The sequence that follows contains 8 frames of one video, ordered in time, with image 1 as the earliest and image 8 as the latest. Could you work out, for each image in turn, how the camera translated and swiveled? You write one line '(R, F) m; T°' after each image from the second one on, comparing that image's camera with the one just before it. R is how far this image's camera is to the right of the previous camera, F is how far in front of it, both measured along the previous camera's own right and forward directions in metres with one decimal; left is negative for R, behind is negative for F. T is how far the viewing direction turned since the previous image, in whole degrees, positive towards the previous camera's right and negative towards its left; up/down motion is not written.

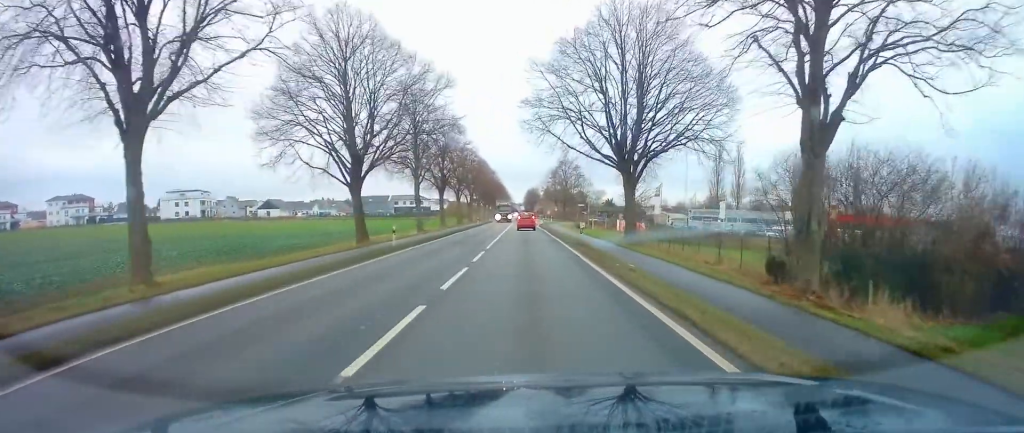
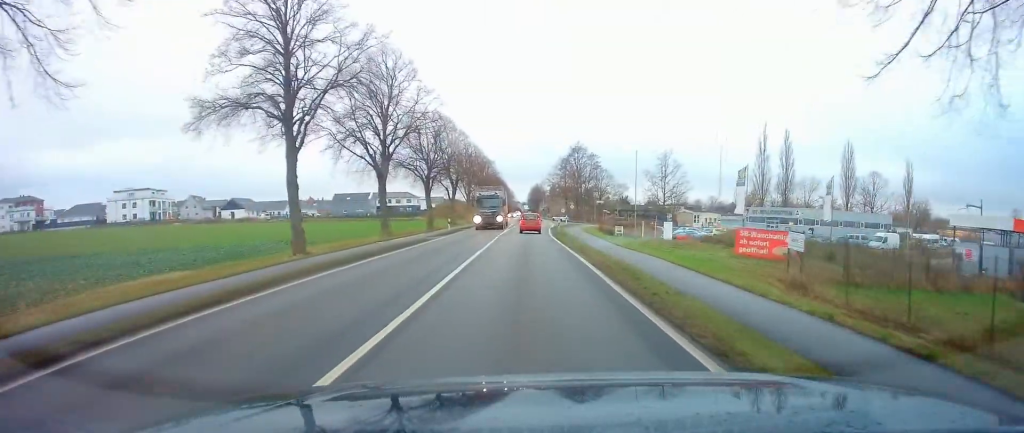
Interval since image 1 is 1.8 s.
(-0.2, +29.9) m; 0°
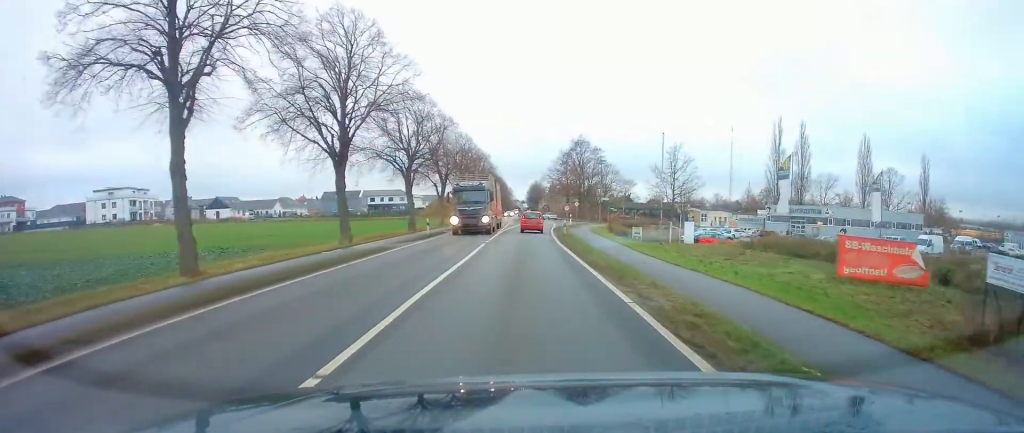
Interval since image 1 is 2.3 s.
(+0.1, +9.0) m; 0°
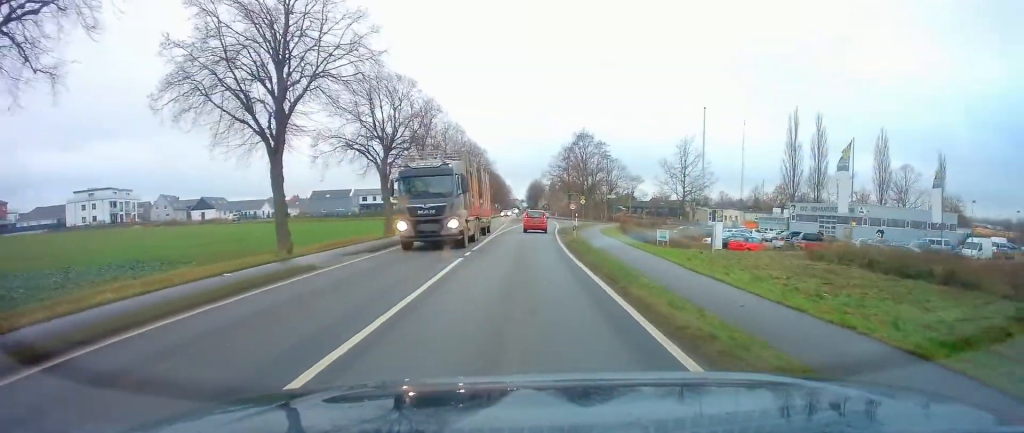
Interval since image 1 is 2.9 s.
(0.0, +8.5) m; 0°
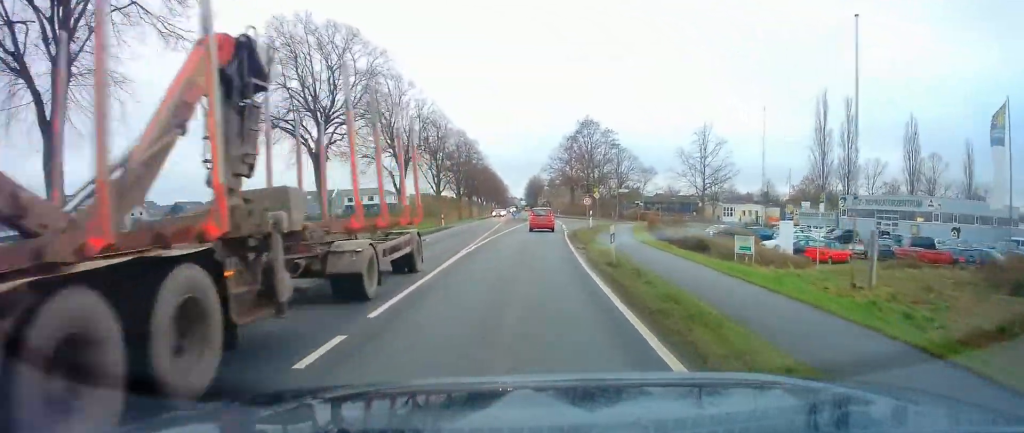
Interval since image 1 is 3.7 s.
(0.0, +13.5) m; 0°
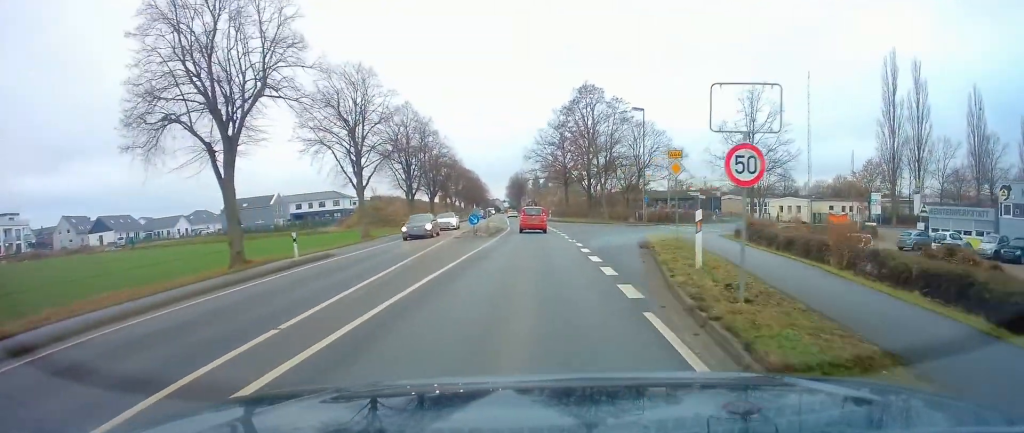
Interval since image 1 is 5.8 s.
(+0.1, +28.1) m; +1°
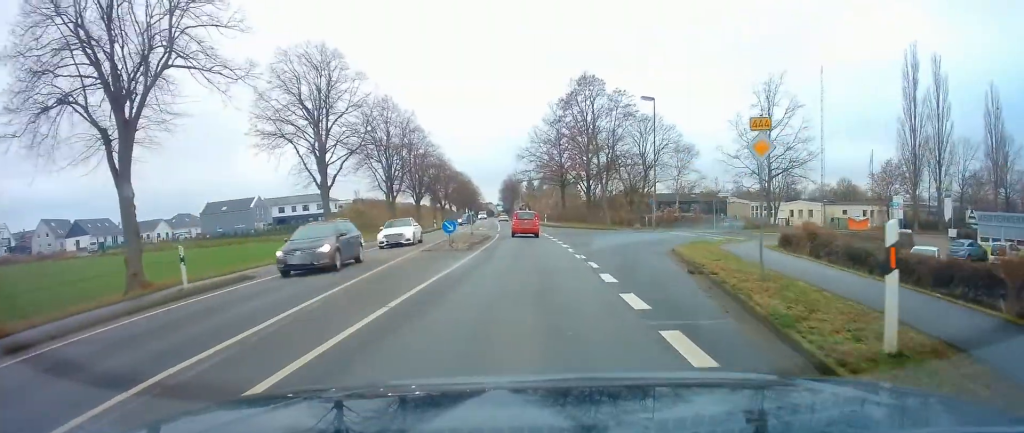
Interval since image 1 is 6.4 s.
(0.0, +6.9) m; +1°
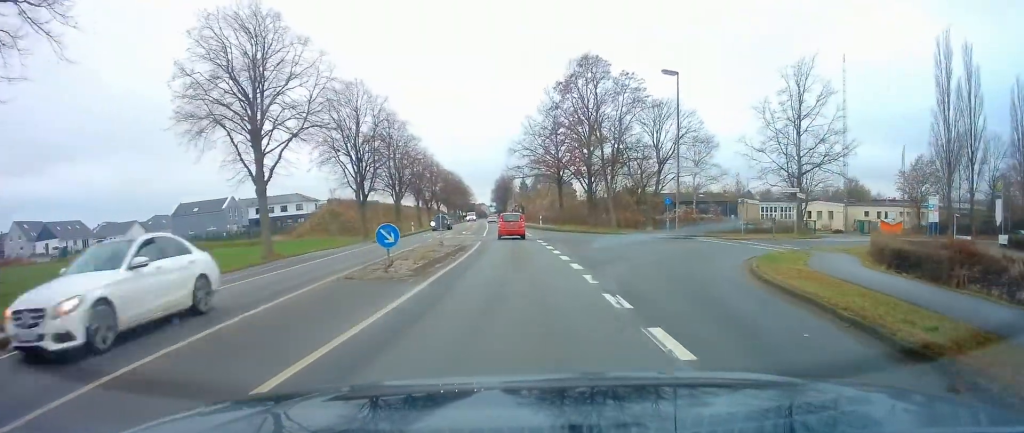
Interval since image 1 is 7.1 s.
(+0.2, +9.0) m; 0°
